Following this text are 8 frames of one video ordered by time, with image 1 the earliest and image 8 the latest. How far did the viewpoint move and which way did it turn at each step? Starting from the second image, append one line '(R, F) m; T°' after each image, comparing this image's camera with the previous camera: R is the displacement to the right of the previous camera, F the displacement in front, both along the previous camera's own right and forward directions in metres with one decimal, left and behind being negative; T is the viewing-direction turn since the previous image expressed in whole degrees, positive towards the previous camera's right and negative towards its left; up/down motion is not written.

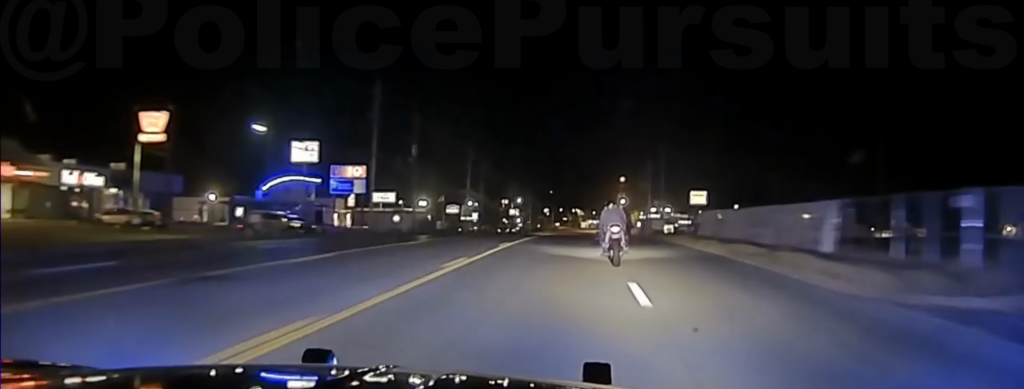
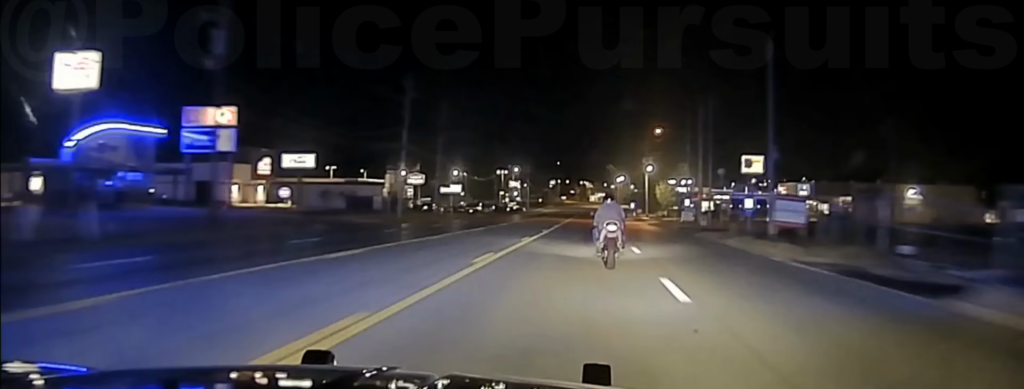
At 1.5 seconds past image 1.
(-0.2, +53.6) m; -1°
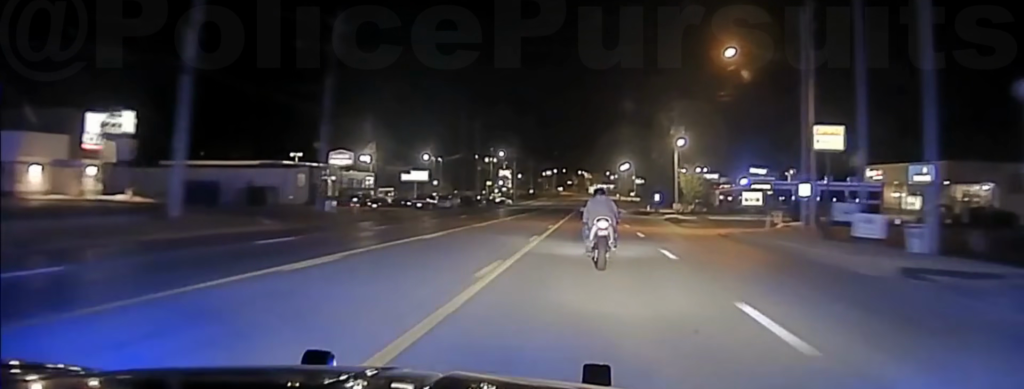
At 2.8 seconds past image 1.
(-0.1, +44.4) m; 0°
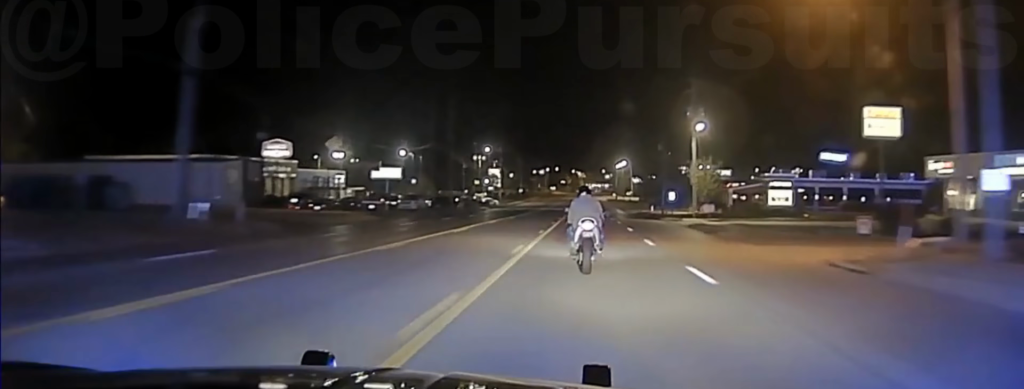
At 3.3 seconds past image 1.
(+0.1, +17.2) m; 0°
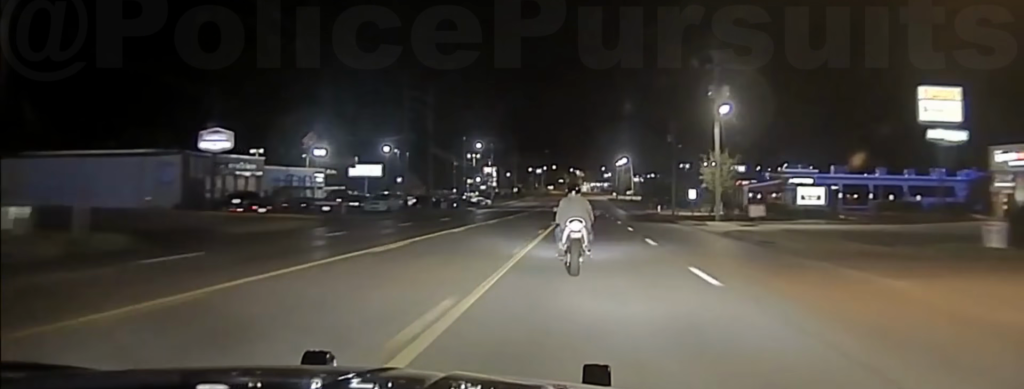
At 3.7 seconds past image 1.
(+0.1, +12.0) m; 0°
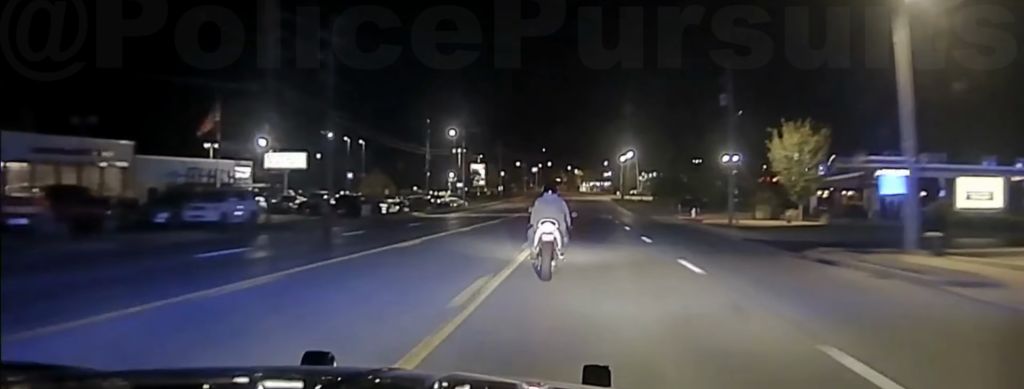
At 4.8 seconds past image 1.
(0.0, +28.9) m; 0°
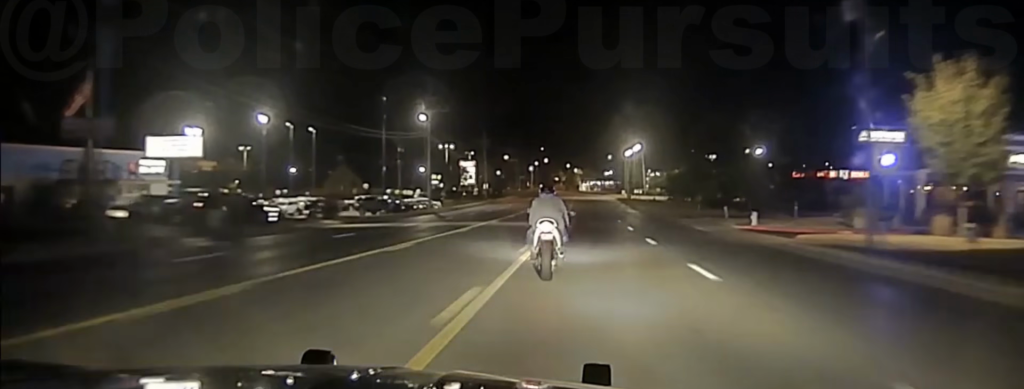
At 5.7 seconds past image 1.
(-0.1, +22.3) m; 0°
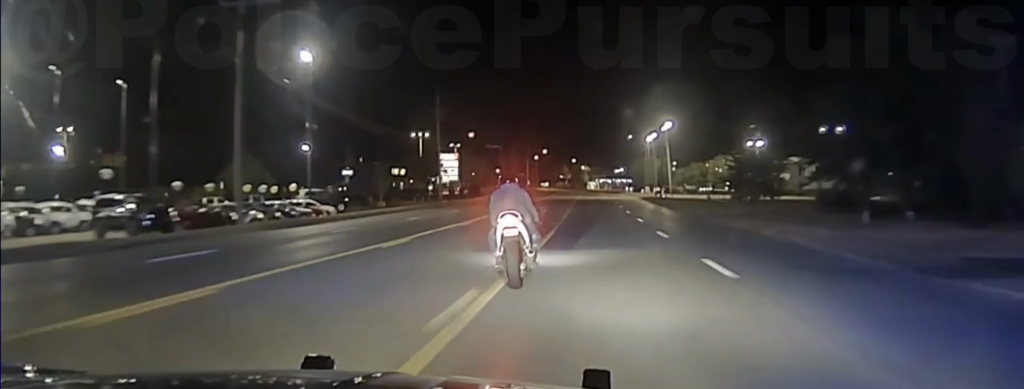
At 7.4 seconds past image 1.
(-0.1, +46.1) m; -1°
